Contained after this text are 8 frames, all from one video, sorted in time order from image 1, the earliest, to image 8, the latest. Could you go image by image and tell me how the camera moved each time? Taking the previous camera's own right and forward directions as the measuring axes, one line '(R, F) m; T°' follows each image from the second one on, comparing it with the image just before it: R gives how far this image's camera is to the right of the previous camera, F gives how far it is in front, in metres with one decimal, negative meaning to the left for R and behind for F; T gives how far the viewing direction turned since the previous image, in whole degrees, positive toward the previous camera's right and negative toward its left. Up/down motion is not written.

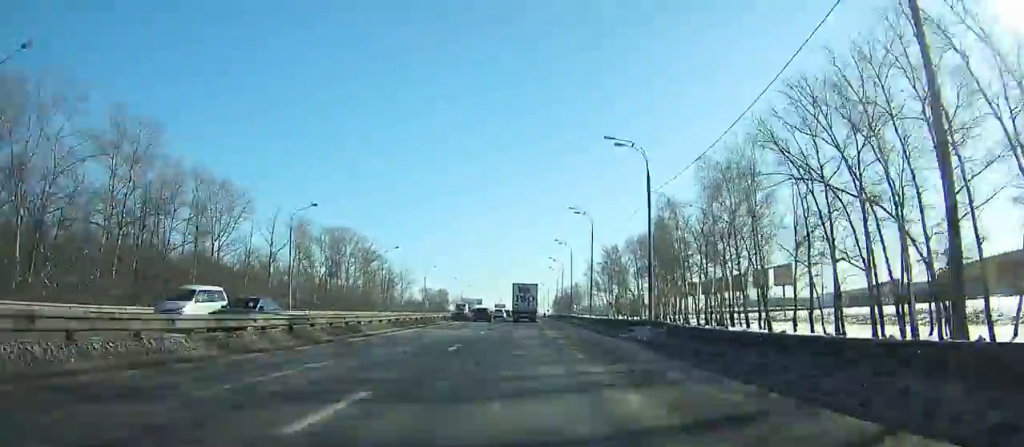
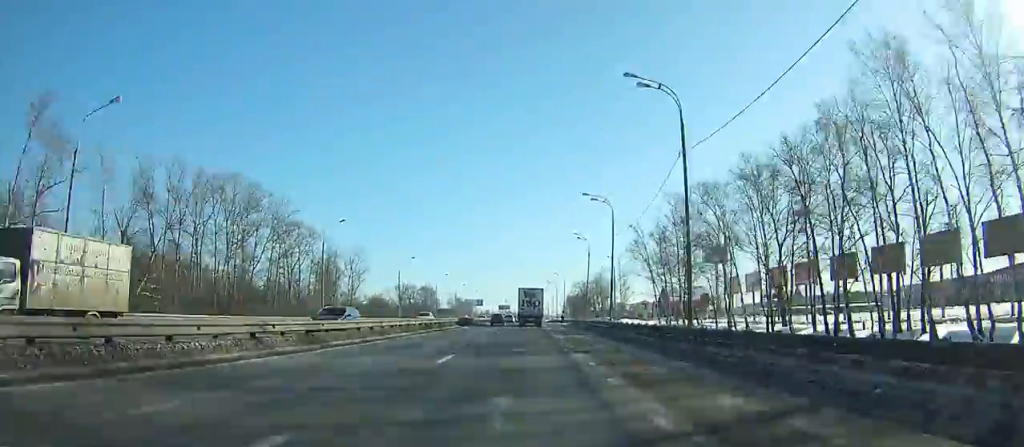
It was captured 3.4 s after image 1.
(0.0, +62.7) m; 0°
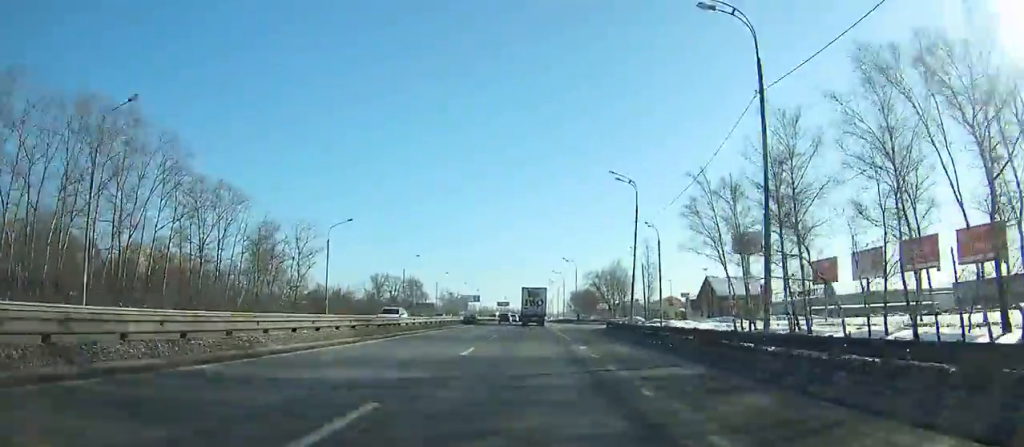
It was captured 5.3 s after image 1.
(0.0, +34.5) m; 0°
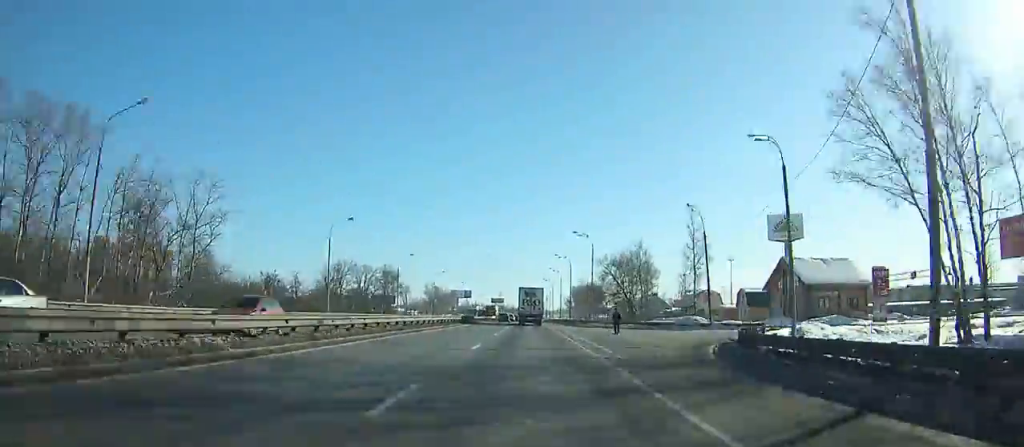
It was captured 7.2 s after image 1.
(-0.2, +34.1) m; 0°
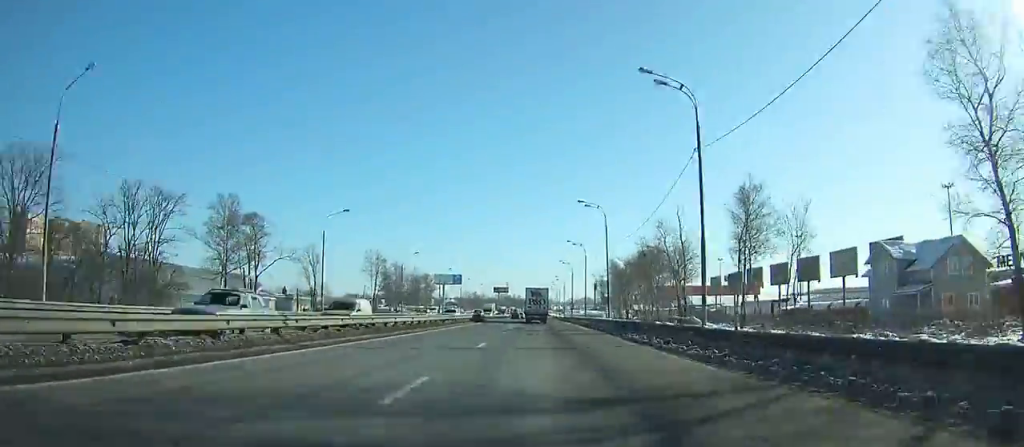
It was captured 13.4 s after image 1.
(-0.2, +108.7) m; 0°
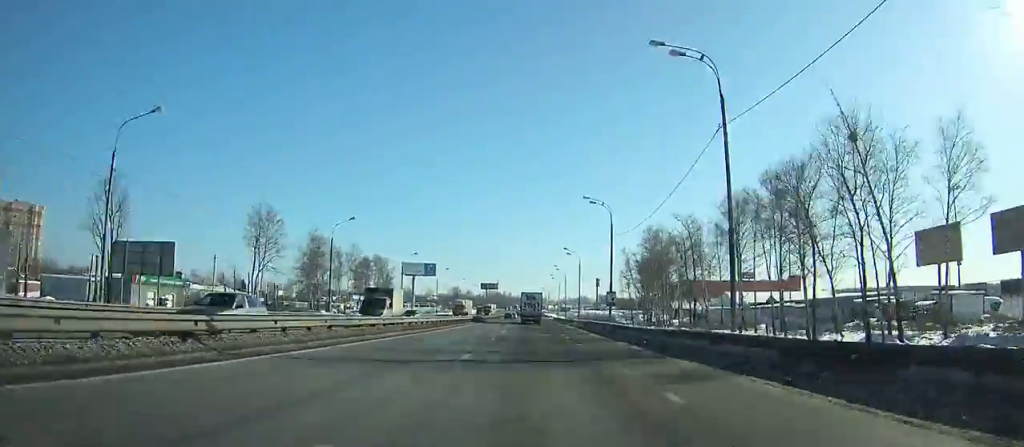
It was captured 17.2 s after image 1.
(+0.1, +66.8) m; +1°
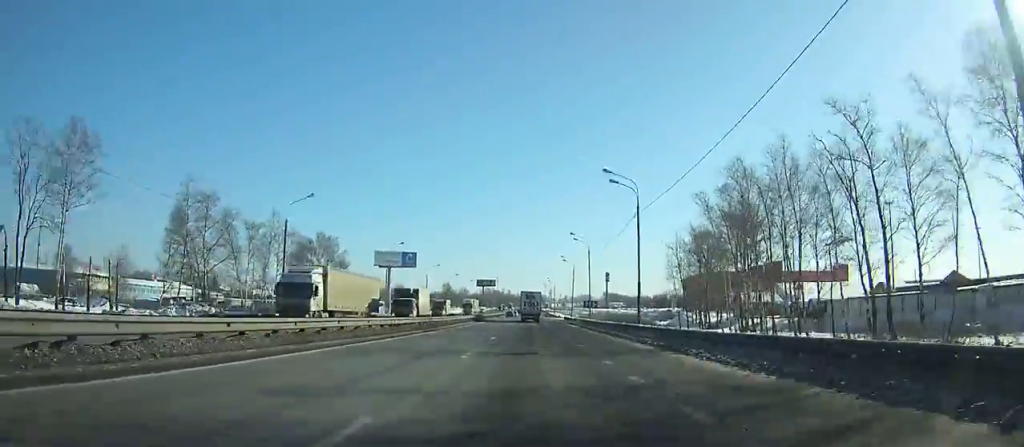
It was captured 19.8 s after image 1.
(+0.3, +47.0) m; 0°
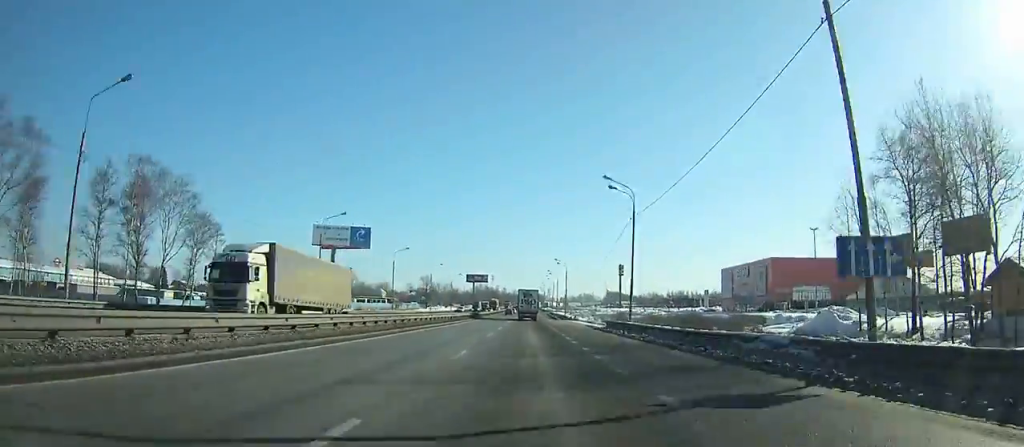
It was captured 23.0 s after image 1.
(+0.1, +59.5) m; 0°
